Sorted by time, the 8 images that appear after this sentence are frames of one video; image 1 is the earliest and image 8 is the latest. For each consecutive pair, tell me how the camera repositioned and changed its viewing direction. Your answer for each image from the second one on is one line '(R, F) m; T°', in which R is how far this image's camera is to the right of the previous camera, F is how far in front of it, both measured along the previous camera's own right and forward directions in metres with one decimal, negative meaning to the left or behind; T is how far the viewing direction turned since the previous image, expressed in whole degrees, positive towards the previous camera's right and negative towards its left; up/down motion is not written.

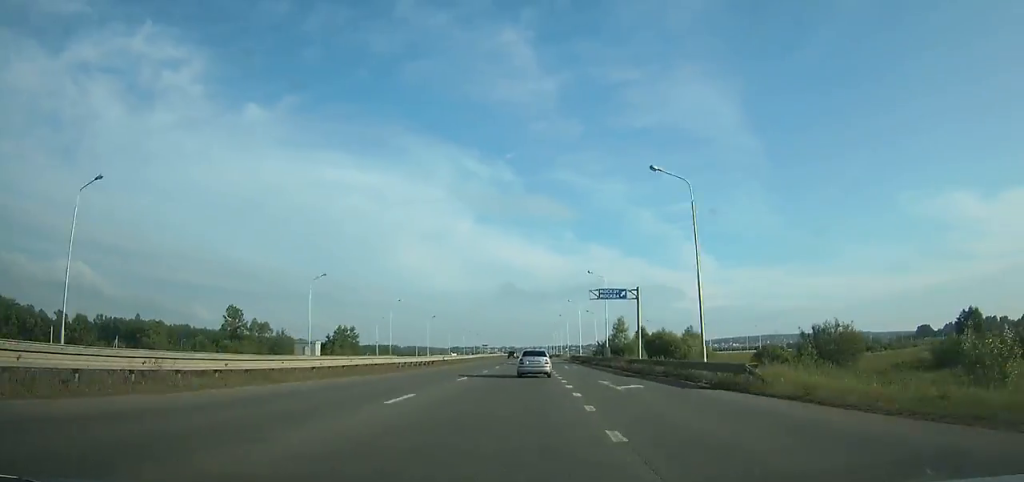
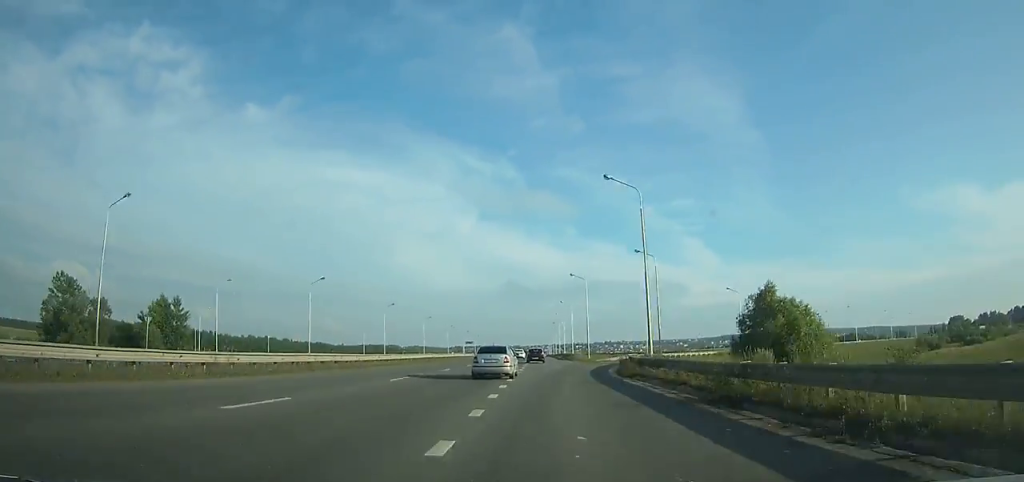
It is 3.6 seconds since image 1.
(+0.4, +72.1) m; 0°
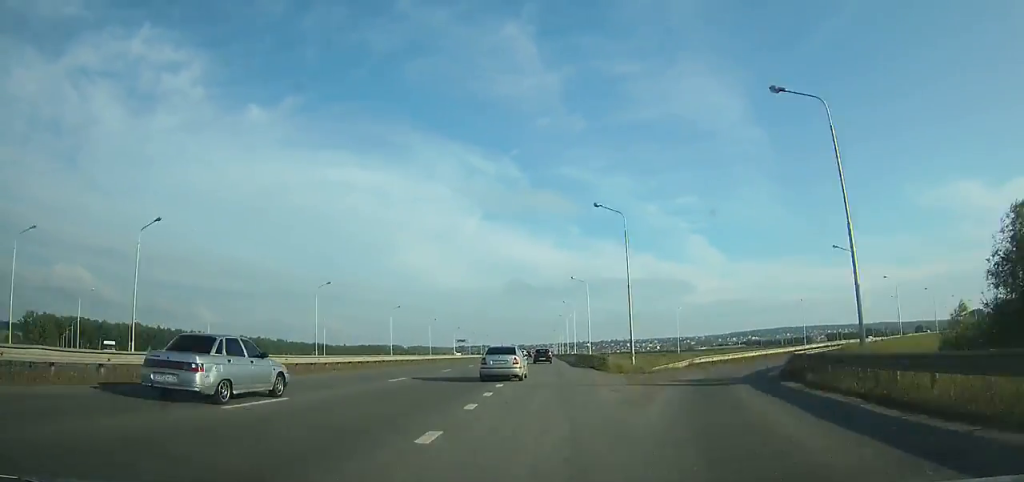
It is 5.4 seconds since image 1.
(-0.1, +35.9) m; 0°
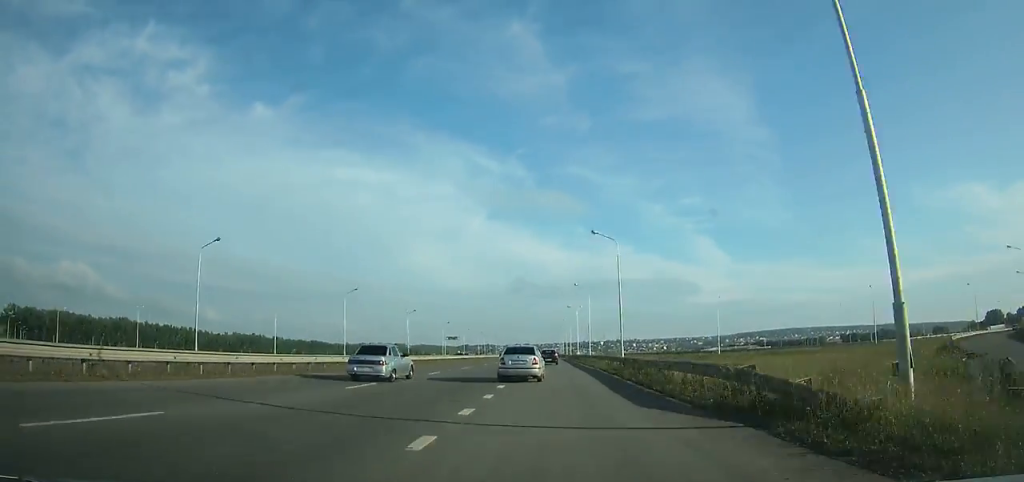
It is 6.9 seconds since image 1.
(-0.1, +29.3) m; 0°
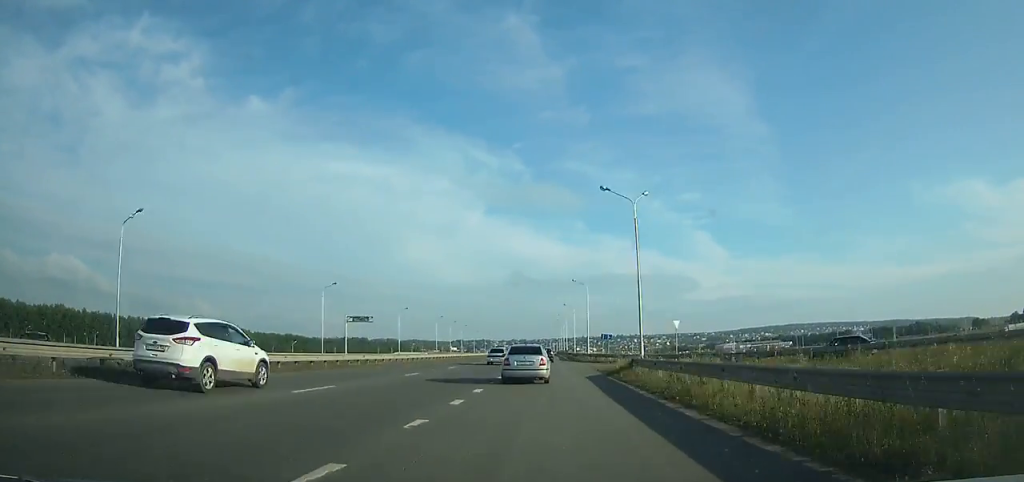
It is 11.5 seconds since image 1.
(-0.3, +88.2) m; 0°
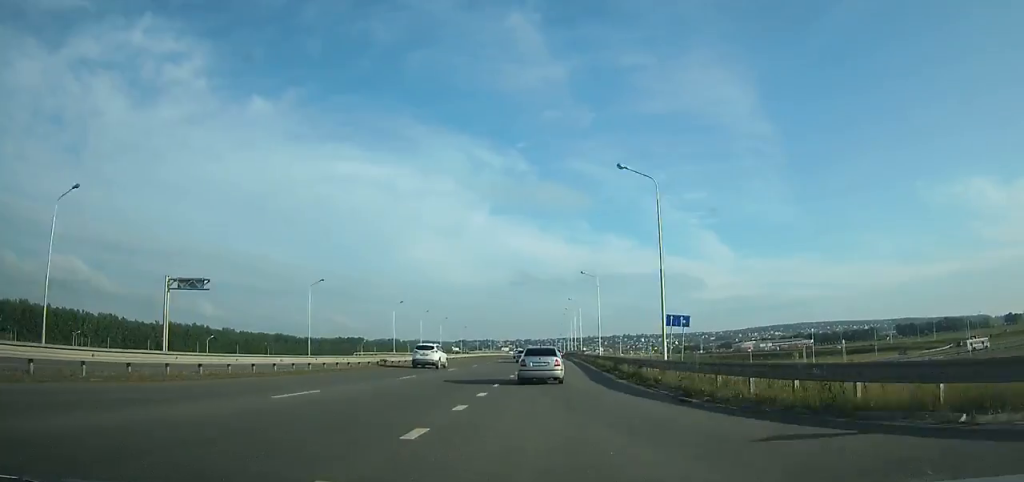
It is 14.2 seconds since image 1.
(-0.1, +50.1) m; 0°
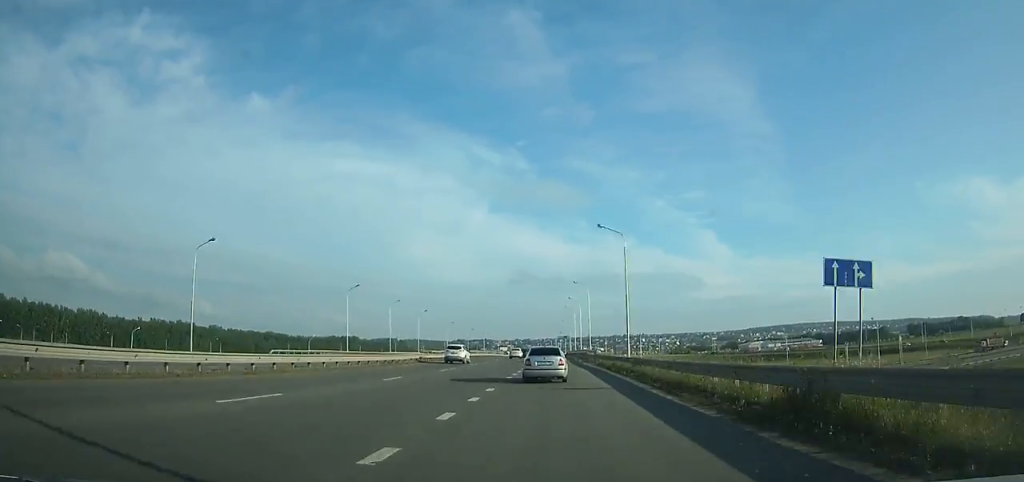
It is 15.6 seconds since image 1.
(-0.1, +25.0) m; 0°
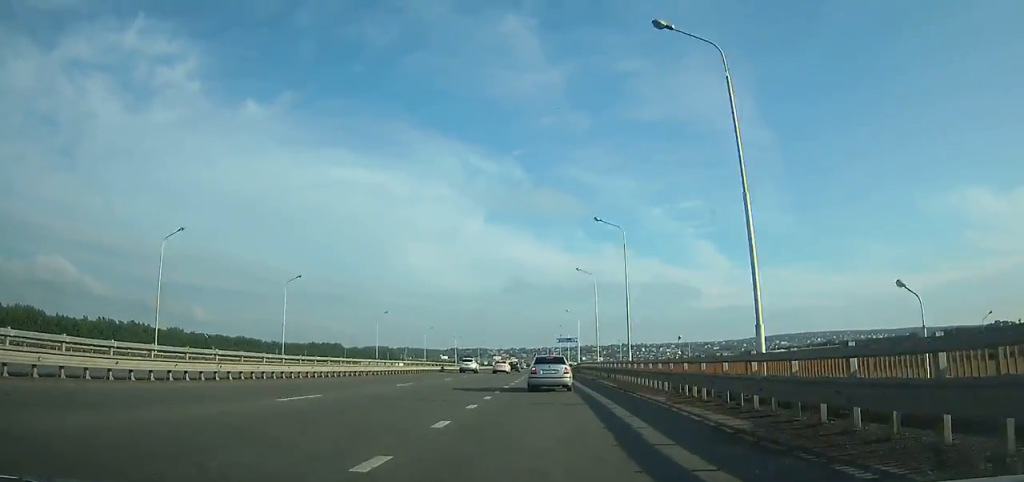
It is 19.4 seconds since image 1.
(+0.1, +65.2) m; 0°
